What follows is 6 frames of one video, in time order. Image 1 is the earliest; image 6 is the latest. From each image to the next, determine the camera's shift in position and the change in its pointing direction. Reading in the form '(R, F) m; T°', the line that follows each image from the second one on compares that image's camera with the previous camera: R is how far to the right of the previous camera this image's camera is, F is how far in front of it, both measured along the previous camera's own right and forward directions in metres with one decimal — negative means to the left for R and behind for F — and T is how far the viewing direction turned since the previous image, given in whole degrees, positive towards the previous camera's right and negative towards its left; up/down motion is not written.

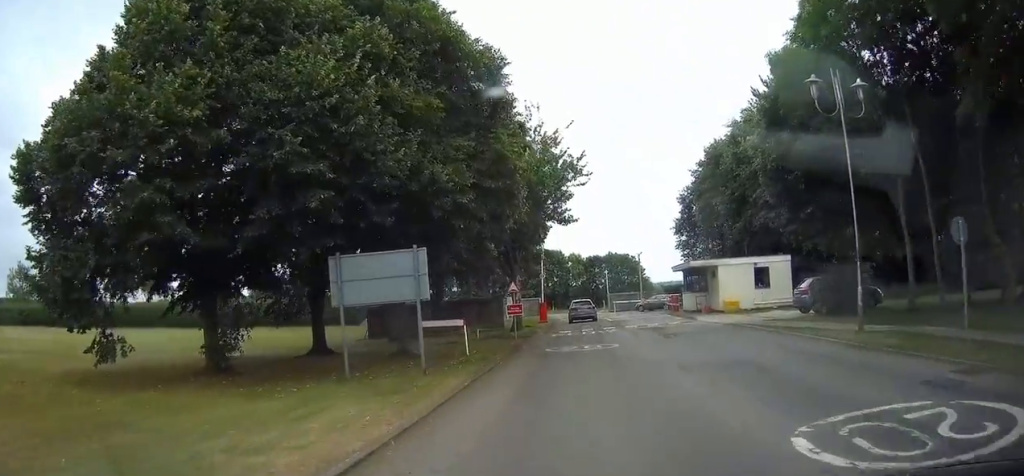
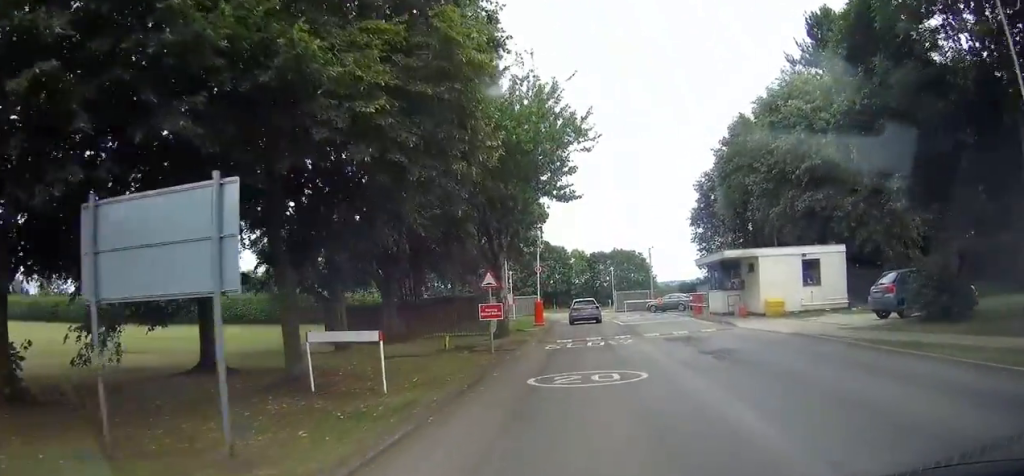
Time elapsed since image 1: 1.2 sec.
(0.0, +8.3) m; 0°
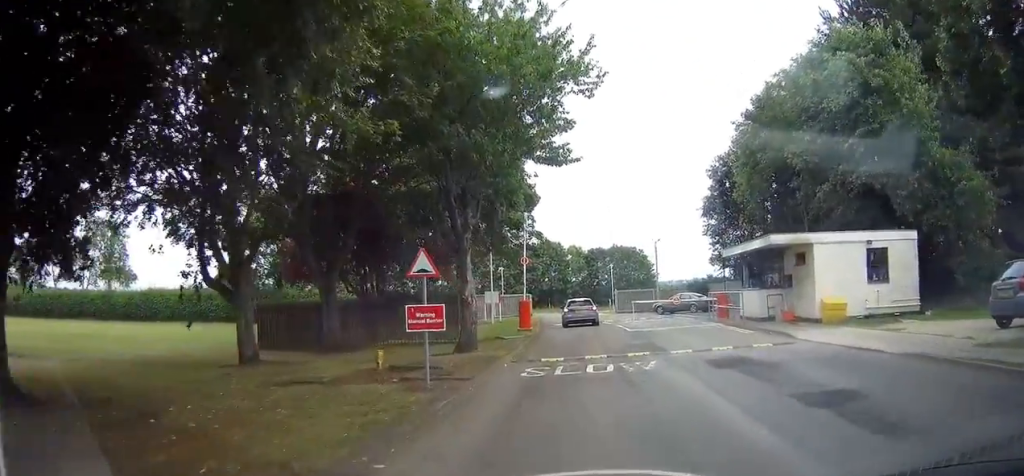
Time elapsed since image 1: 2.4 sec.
(-0.1, +7.8) m; -1°
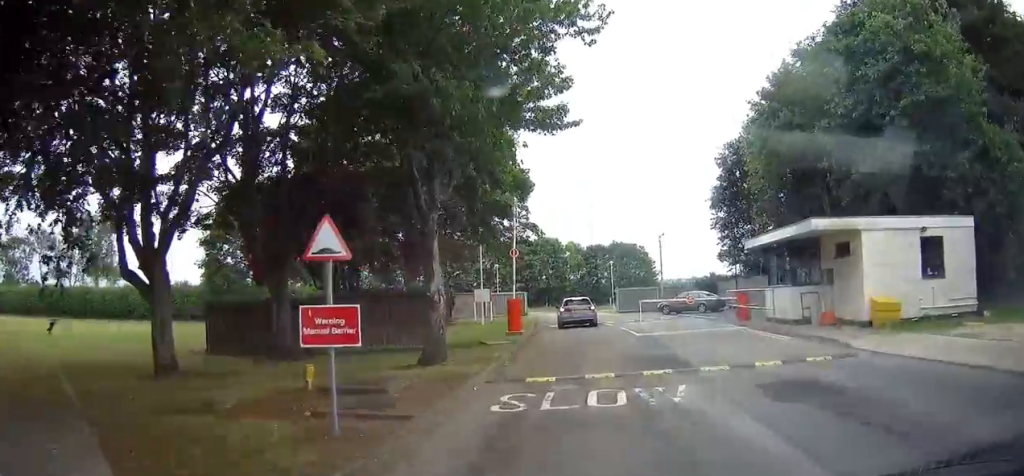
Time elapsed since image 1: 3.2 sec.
(0.0, +4.6) m; -1°
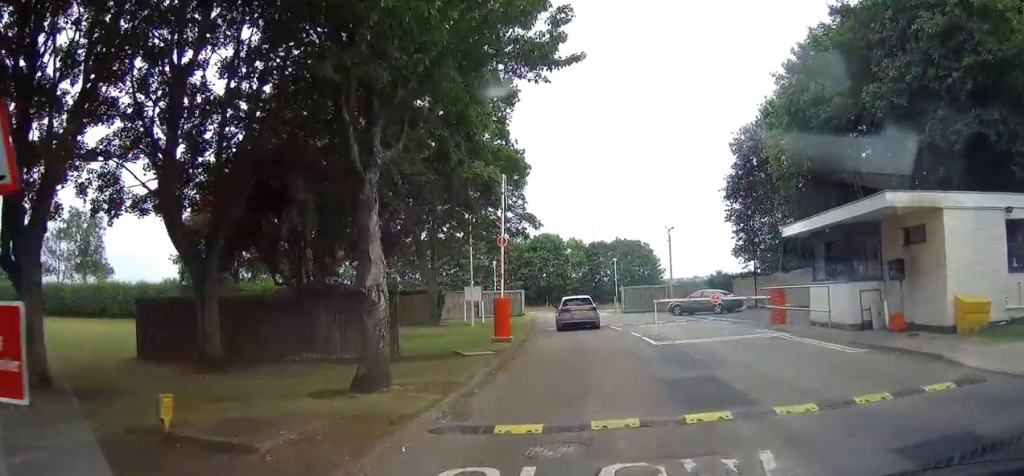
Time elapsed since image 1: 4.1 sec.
(-0.1, +5.0) m; -3°
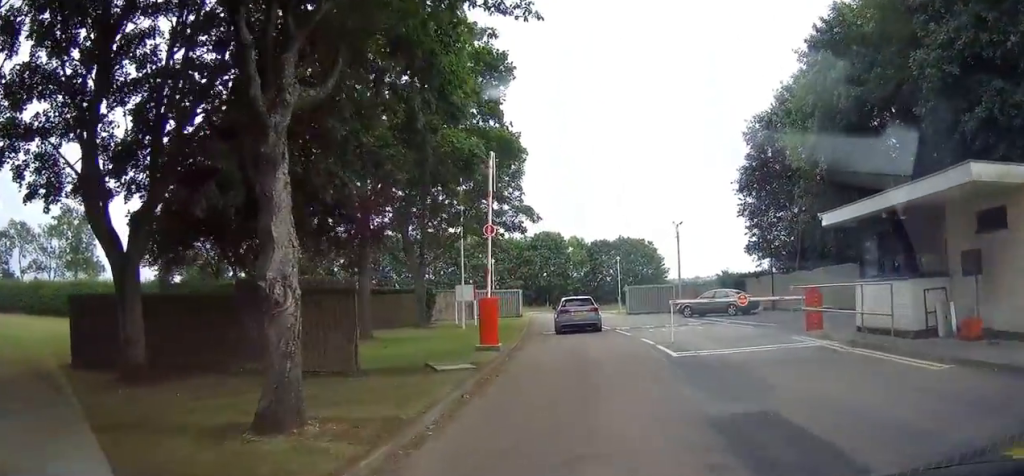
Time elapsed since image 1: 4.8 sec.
(-0.2, +3.8) m; -2°
